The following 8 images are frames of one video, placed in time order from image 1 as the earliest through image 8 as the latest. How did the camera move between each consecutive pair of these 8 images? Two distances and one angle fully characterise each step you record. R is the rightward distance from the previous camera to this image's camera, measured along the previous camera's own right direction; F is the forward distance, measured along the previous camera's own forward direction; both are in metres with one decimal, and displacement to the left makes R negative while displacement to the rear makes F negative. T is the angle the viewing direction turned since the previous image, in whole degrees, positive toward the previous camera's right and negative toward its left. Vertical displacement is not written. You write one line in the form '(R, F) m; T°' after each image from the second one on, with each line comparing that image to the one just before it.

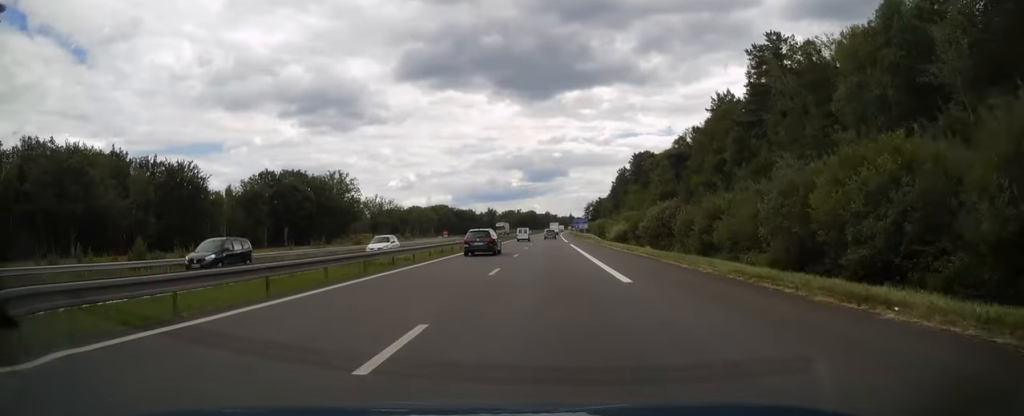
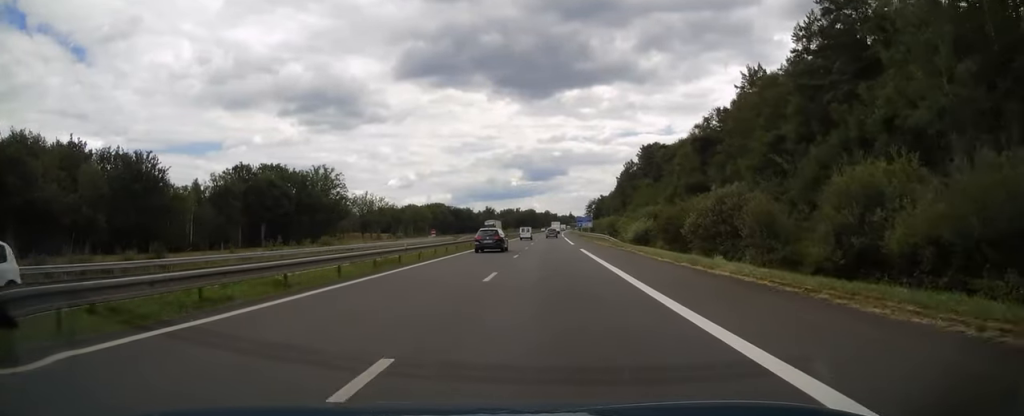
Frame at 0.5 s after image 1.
(0.0, +15.2) m; 0°
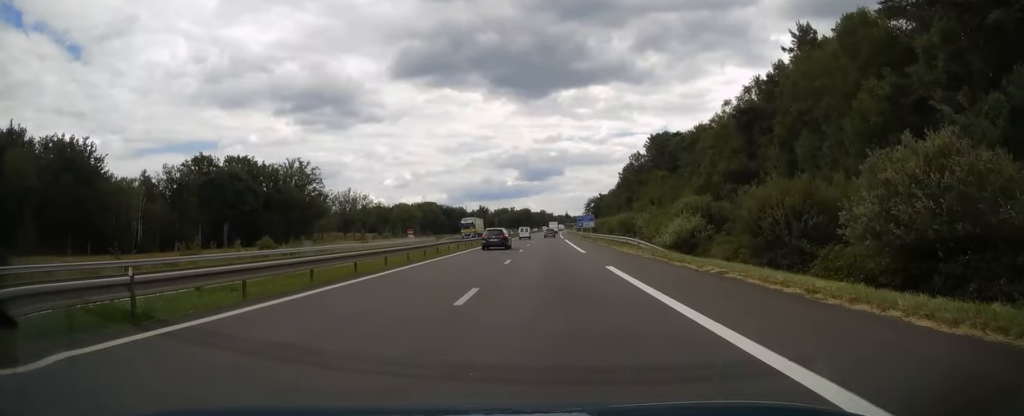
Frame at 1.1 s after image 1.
(0.0, +18.2) m; 0°
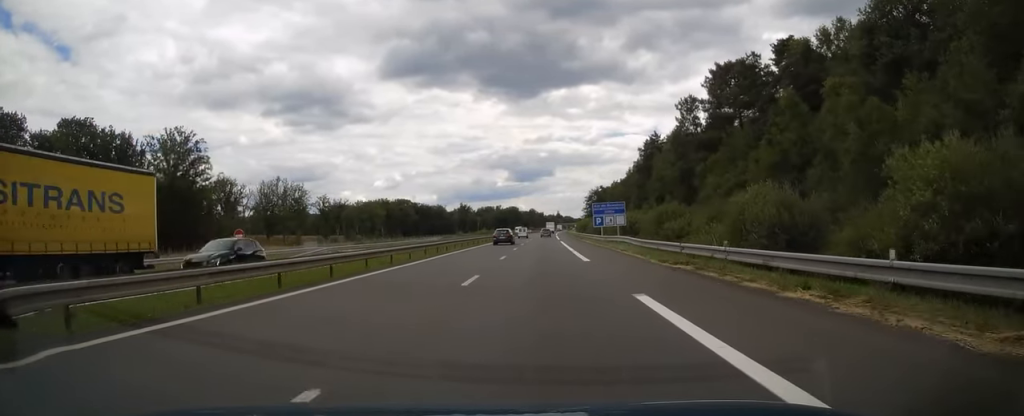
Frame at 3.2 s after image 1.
(+0.5, +61.2) m; +1°
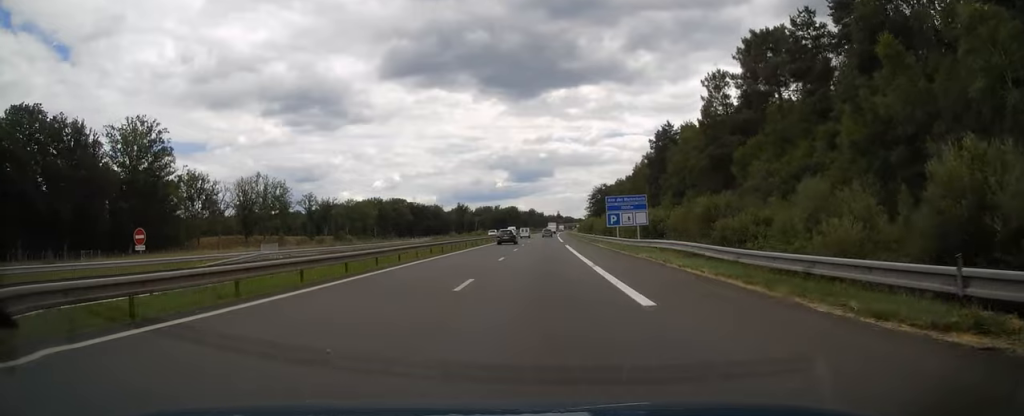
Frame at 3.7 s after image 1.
(+0.1, +14.3) m; 0°
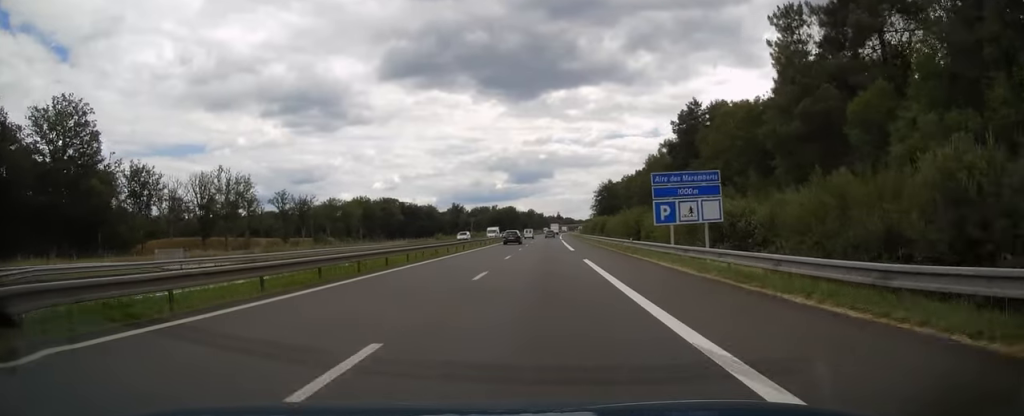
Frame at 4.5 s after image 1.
(0.0, +22.6) m; 0°
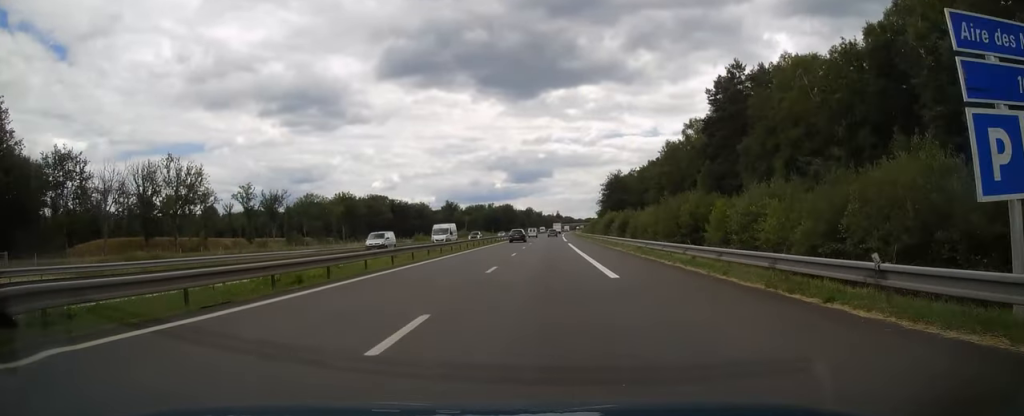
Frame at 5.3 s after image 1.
(0.0, +23.6) m; 0°
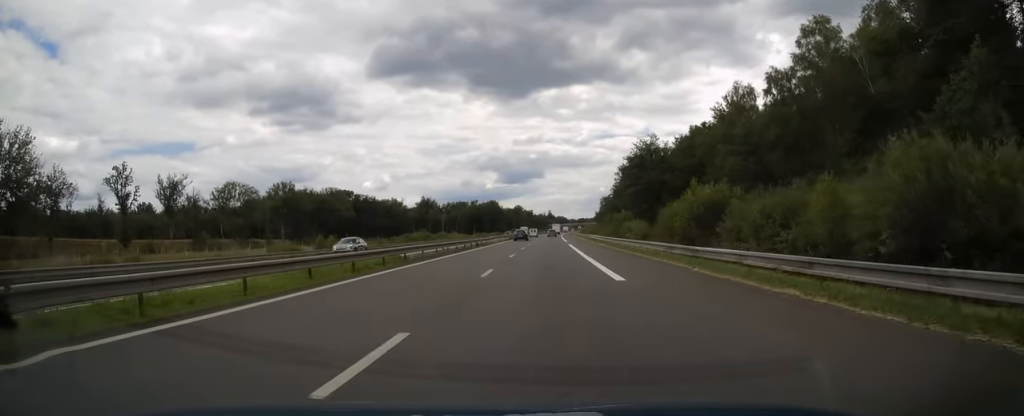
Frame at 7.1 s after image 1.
(+0.2, +53.6) m; +1°
